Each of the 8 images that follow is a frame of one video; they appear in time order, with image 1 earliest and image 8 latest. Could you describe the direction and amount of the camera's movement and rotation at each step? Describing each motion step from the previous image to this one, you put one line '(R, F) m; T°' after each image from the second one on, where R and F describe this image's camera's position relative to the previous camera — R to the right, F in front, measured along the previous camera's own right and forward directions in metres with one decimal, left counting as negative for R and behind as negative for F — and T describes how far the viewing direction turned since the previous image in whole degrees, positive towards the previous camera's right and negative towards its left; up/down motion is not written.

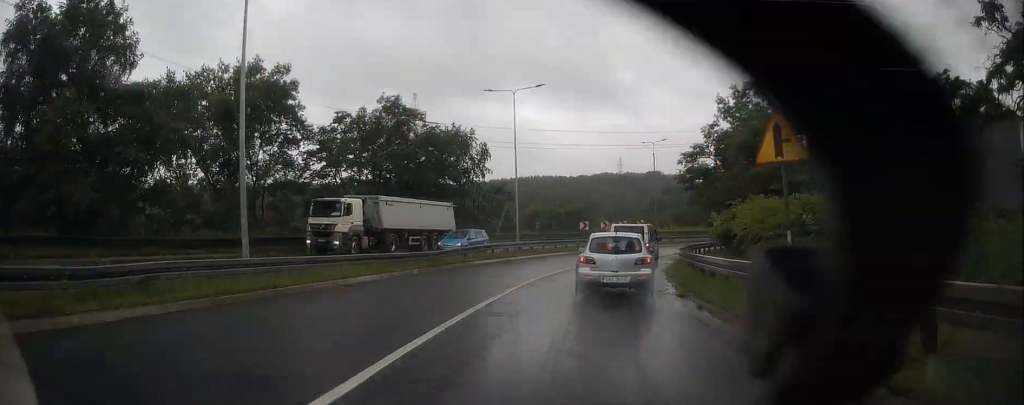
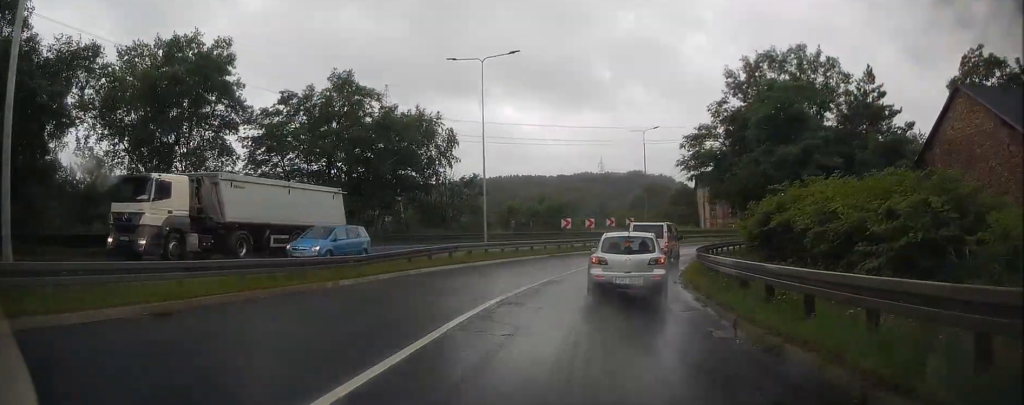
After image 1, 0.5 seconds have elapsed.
(+0.2, +6.6) m; +3°
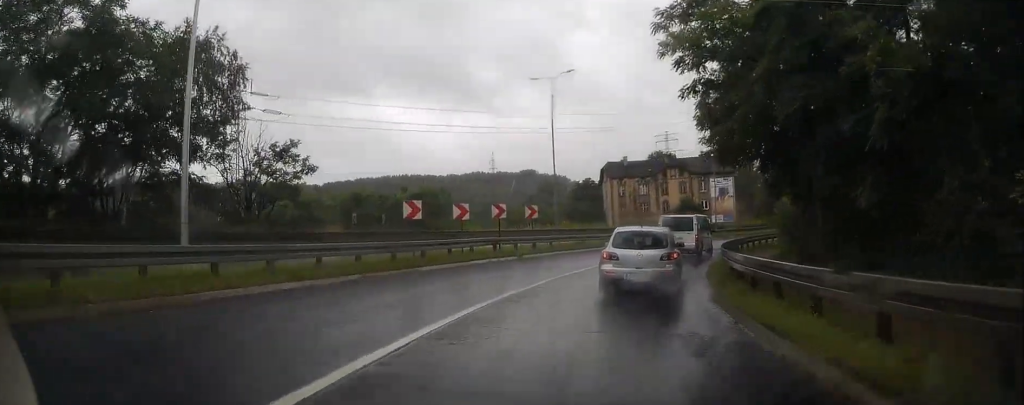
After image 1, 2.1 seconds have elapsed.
(+1.7, +18.0) m; +13°
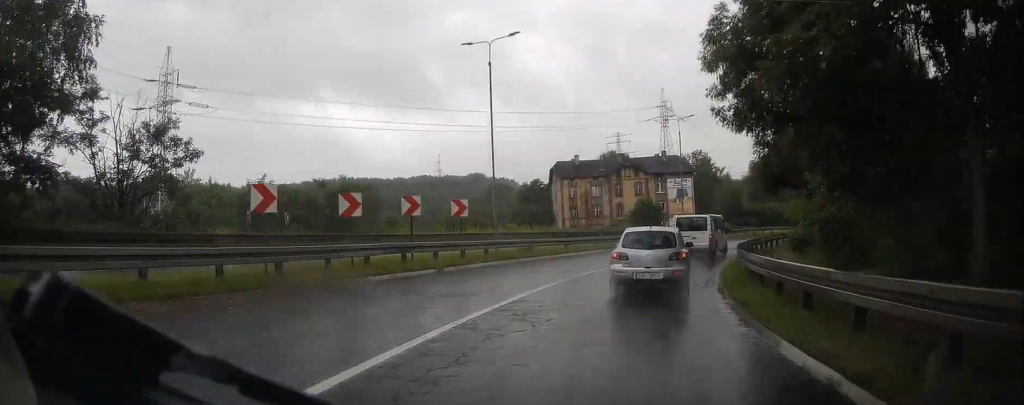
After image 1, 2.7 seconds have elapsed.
(+0.2, +7.4) m; +7°
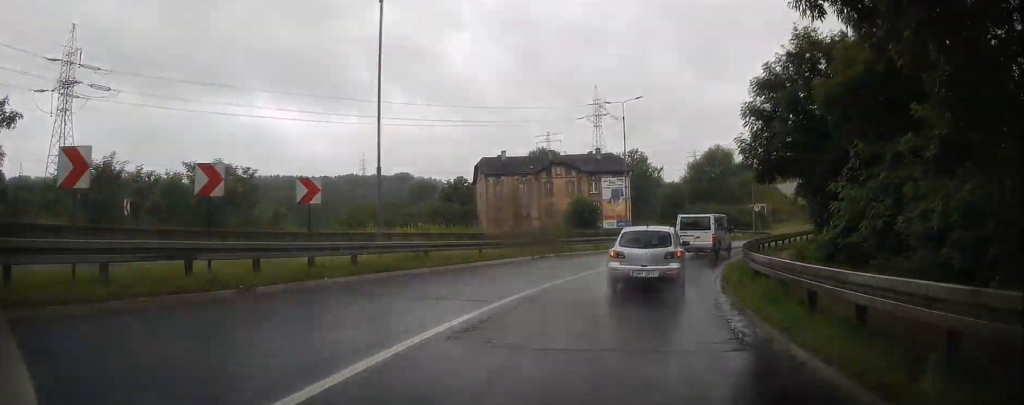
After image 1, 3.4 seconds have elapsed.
(+0.9, +8.1) m; +7°
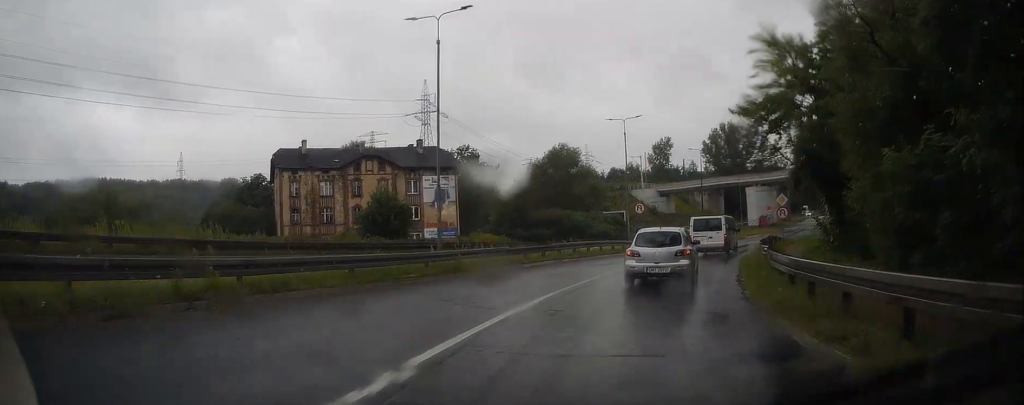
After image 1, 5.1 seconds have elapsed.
(+2.3, +19.3) m; +13°
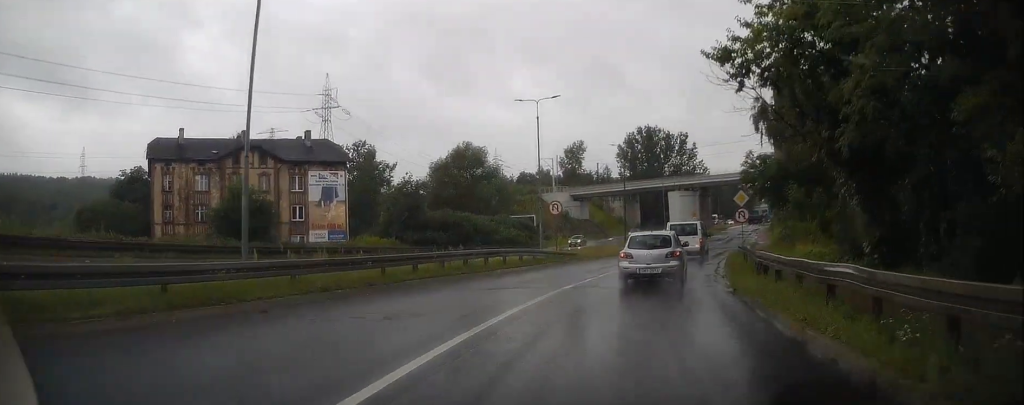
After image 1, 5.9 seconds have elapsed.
(+0.5, +9.5) m; +7°
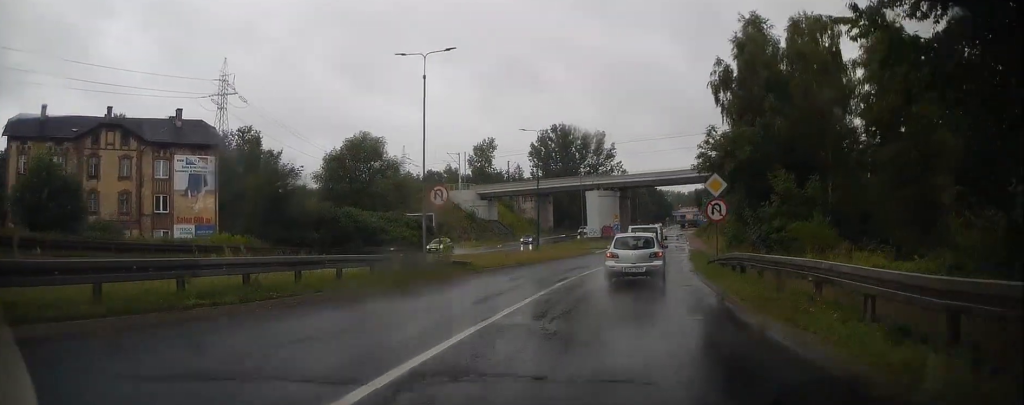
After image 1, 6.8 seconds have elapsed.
(+0.6, +11.0) m; +7°
